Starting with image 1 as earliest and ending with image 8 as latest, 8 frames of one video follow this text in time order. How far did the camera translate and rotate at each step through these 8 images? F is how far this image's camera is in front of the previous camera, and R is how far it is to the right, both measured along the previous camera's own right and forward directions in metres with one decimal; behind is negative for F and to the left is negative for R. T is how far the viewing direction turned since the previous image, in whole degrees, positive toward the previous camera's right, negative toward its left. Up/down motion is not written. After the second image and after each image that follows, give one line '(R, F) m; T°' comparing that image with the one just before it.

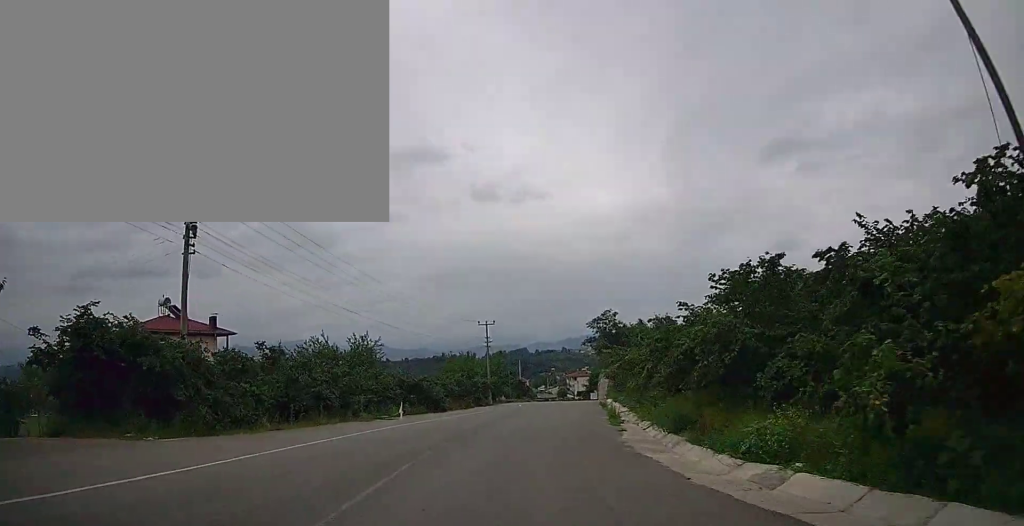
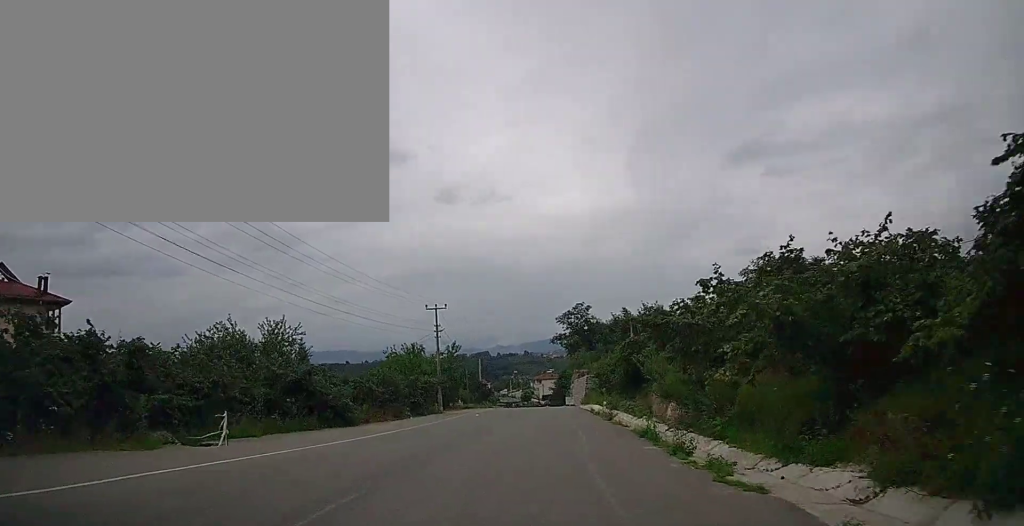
(+0.5, +14.5) m; +5°
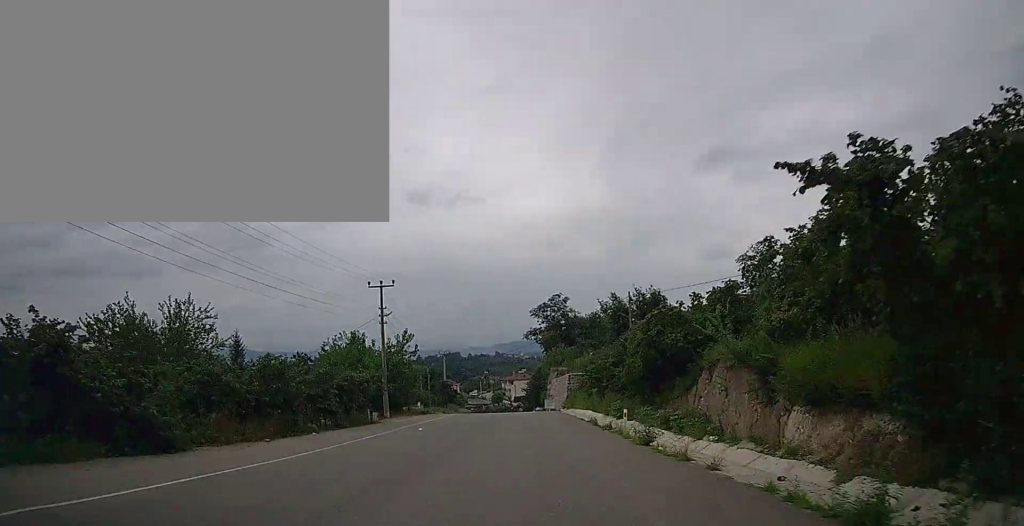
(+0.6, +12.2) m; +3°
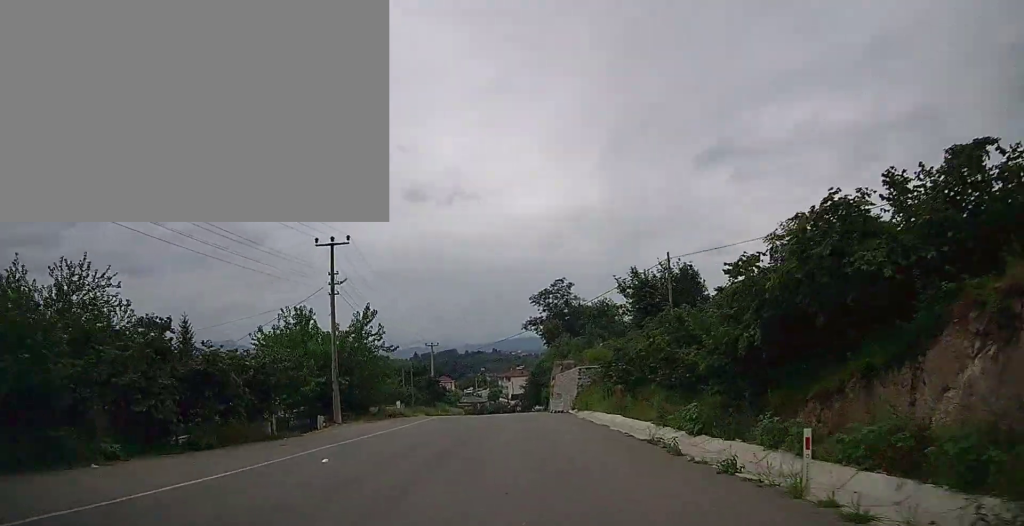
(+0.2, +10.8) m; 0°
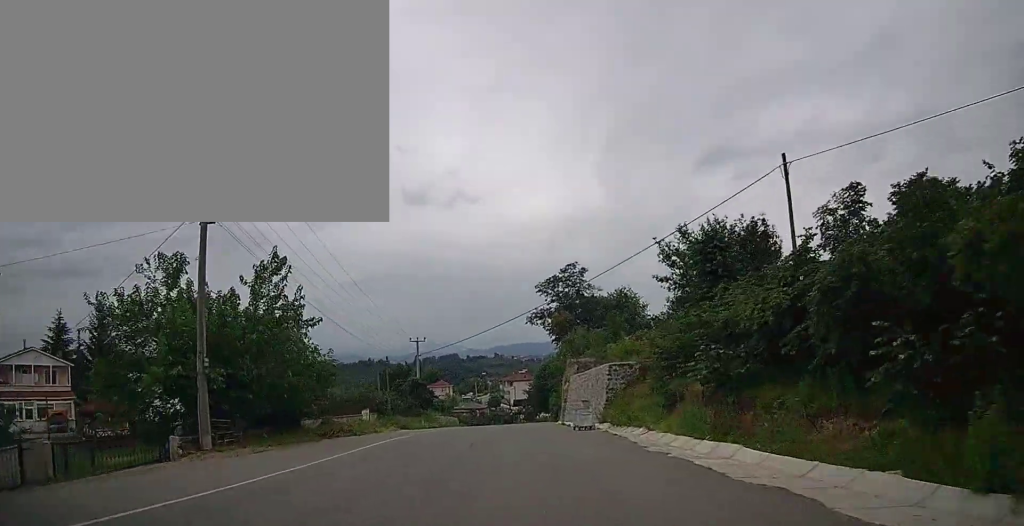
(-0.3, +14.5) m; 0°
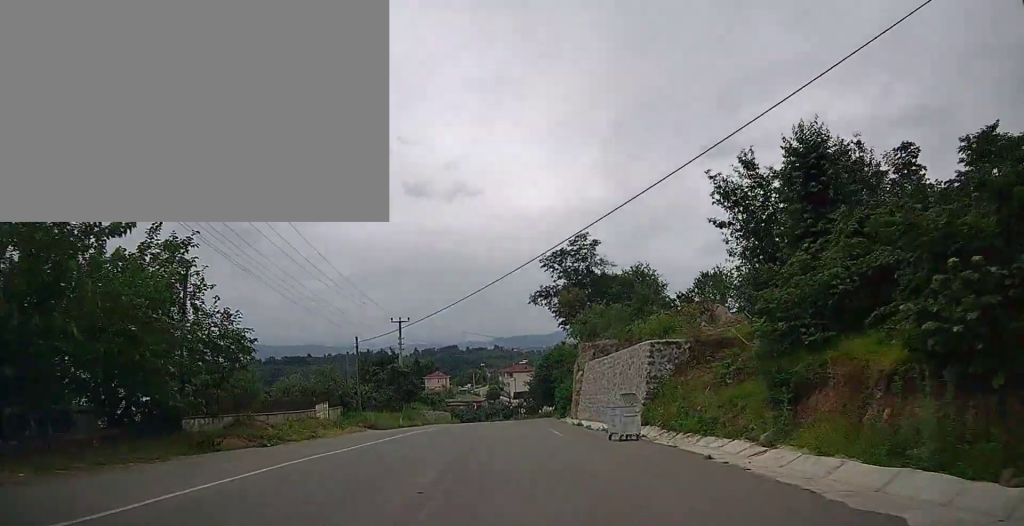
(+0.2, +10.2) m; 0°
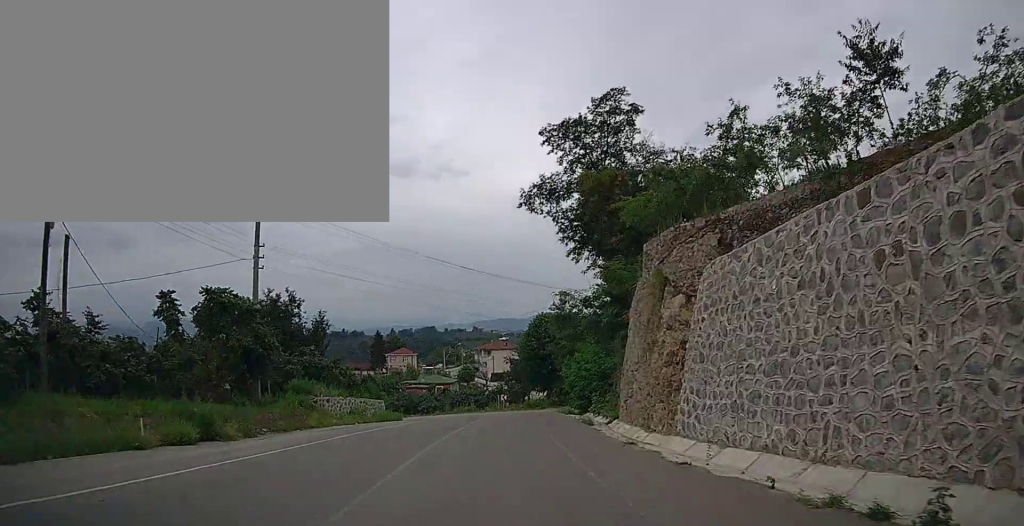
(-0.2, +30.2) m; +1°
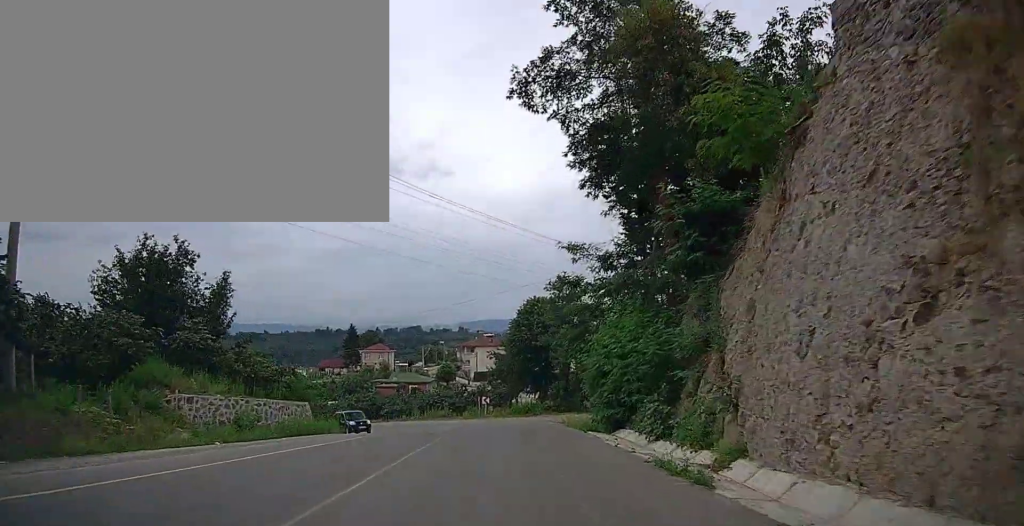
(+0.3, +13.8) m; +1°
